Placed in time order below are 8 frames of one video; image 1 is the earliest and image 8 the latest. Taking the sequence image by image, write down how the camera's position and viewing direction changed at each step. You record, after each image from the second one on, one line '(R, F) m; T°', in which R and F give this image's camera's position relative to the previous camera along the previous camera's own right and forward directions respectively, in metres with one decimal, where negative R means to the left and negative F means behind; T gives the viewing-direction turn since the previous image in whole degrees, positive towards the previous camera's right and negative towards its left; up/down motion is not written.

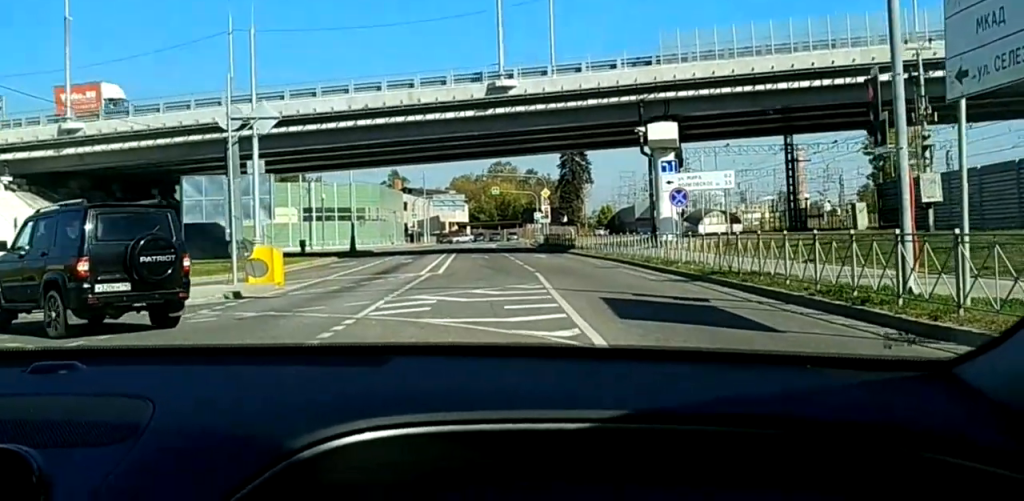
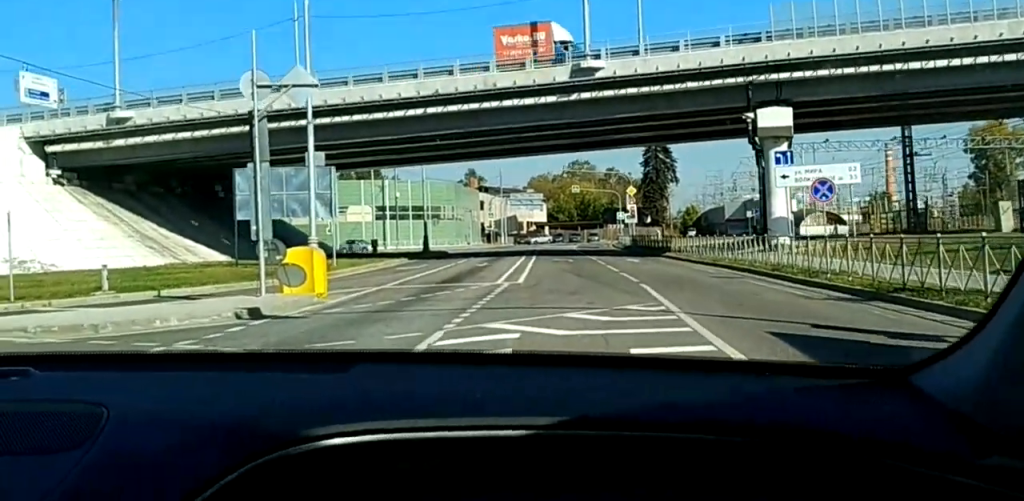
(-0.1, +7.0) m; -4°
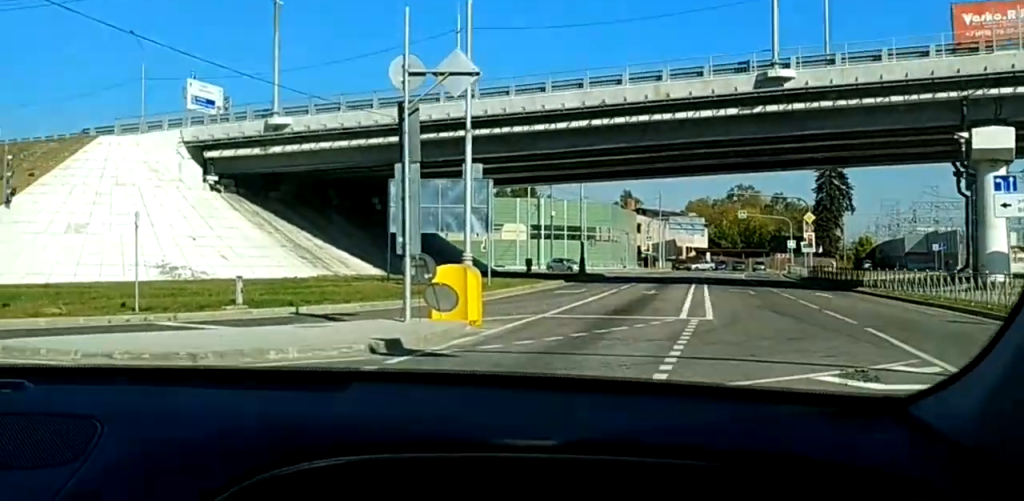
(+0.1, +4.5) m; -11°
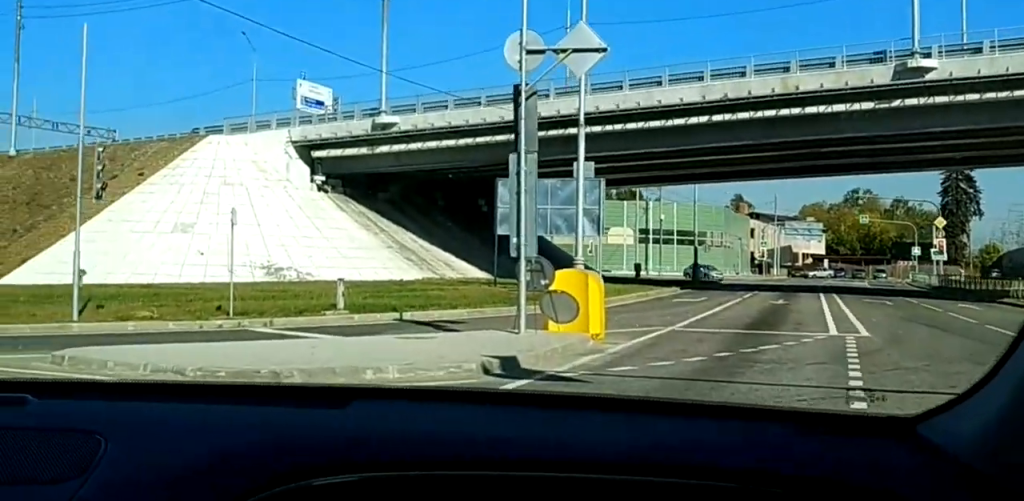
(-0.4, +2.9) m; -9°
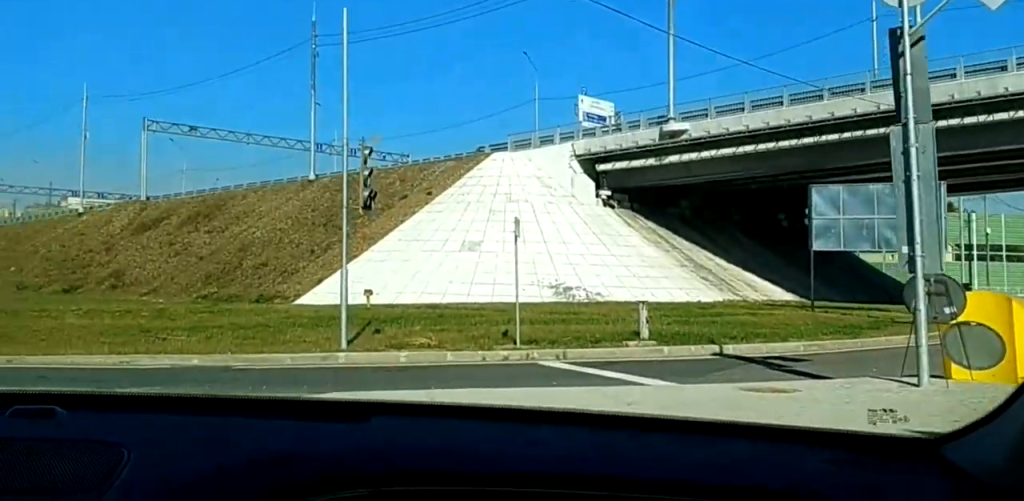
(-0.7, +5.3) m; -19°
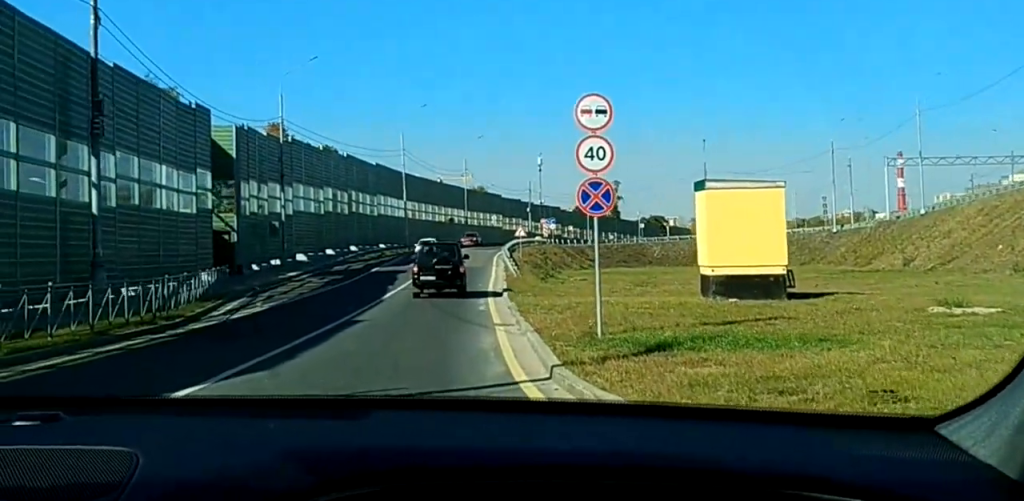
(-4.6, +10.8) m; -34°
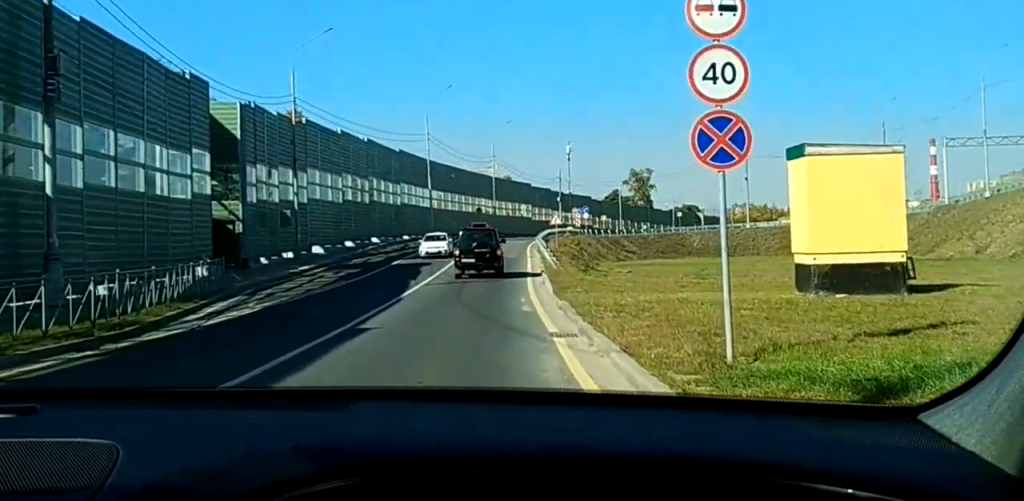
(+0.1, +5.6) m; -2°
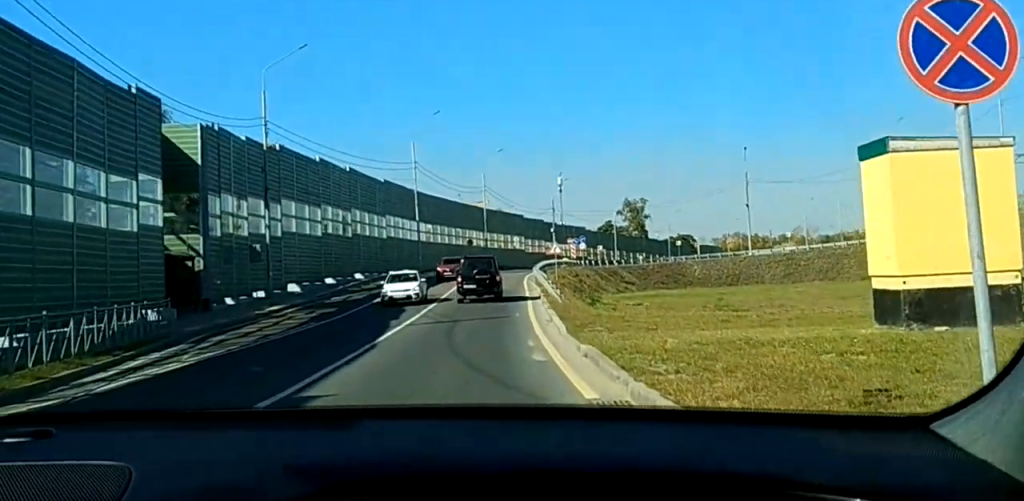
(-0.3, +4.6) m; -4°
